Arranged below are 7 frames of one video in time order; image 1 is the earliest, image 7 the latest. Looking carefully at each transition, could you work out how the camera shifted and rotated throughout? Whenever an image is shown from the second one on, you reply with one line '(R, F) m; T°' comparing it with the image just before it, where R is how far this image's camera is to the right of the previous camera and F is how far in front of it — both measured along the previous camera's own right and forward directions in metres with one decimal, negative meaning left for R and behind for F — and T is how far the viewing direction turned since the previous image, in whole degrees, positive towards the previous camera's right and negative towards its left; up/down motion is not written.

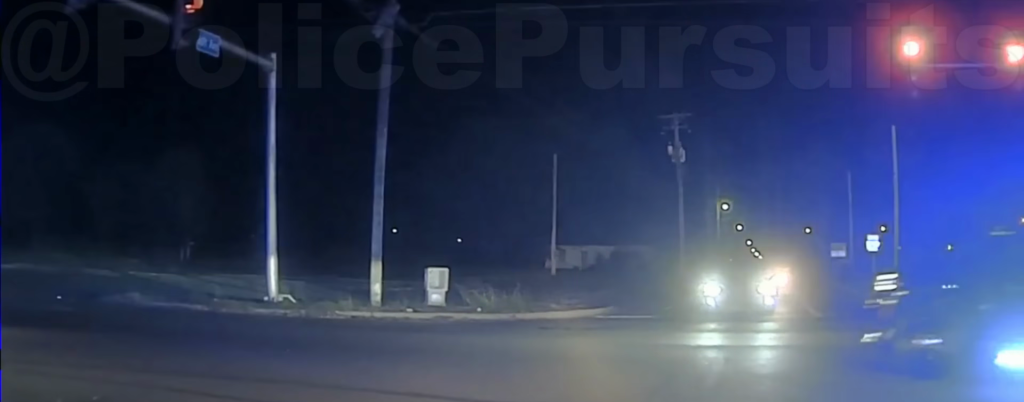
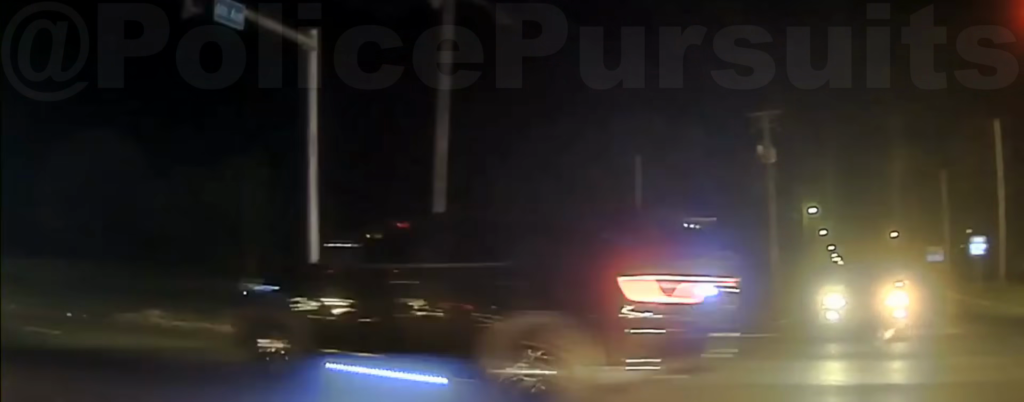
(+0.3, +5.3) m; -17°
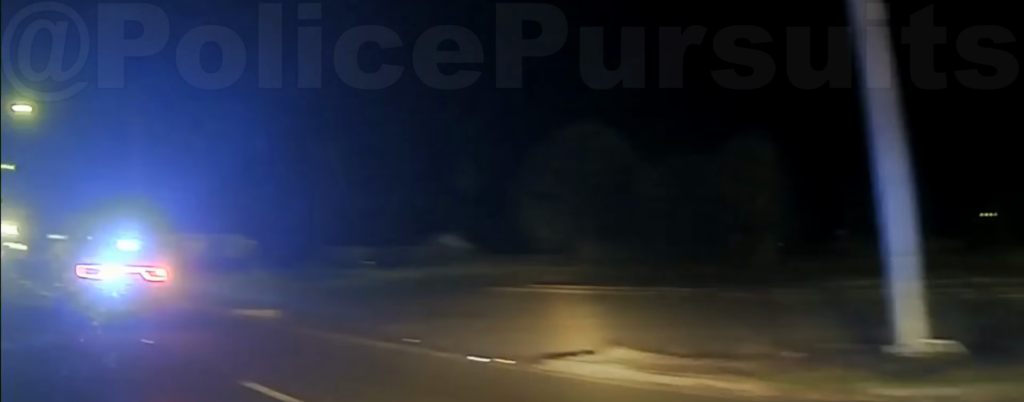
(-4.2, +10.9) m; -33°
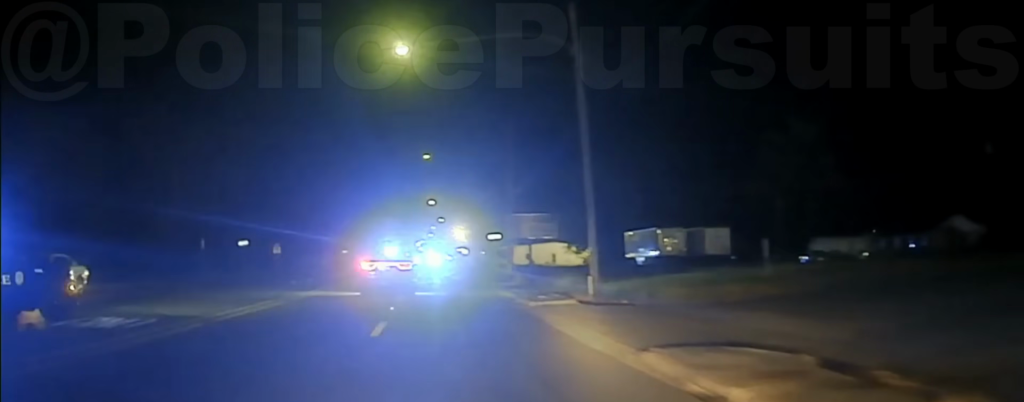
(-3.5, +15.4) m; -21°
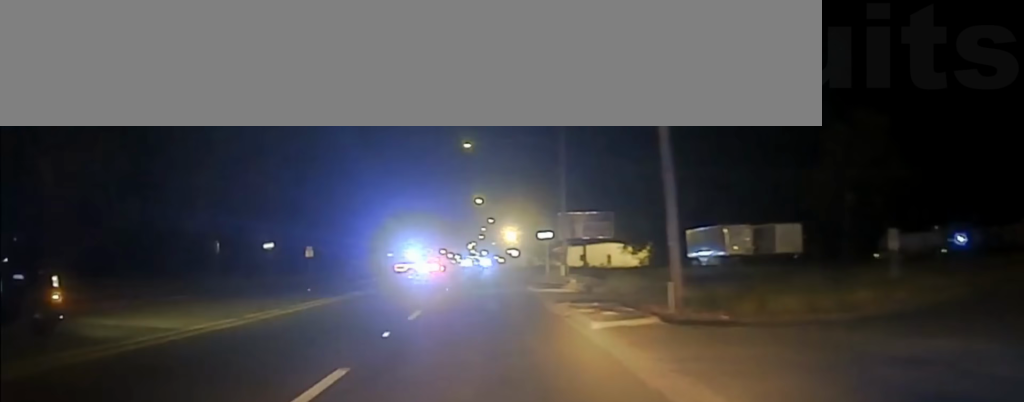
(-0.2, +5.6) m; -3°
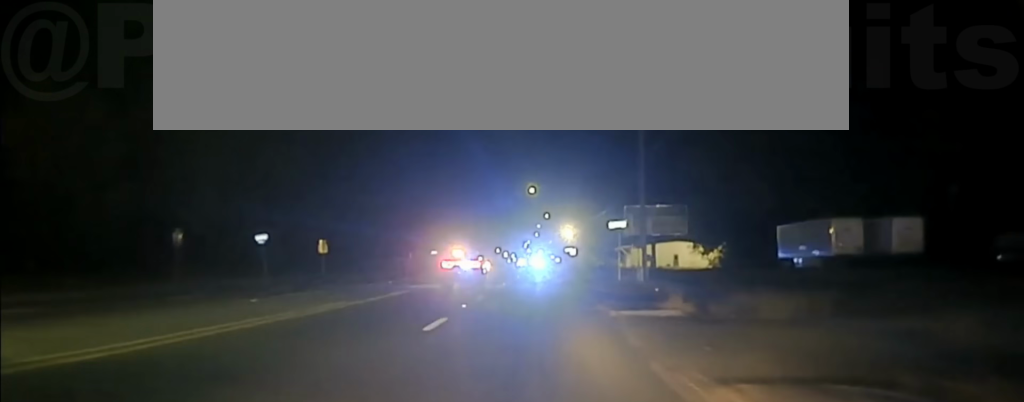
(-0.1, +10.3) m; -1°
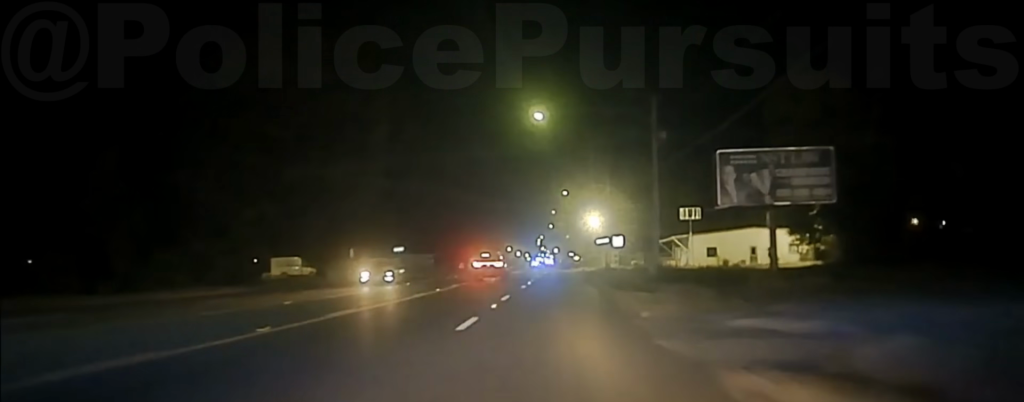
(-1.9, +39.5) m; -3°
